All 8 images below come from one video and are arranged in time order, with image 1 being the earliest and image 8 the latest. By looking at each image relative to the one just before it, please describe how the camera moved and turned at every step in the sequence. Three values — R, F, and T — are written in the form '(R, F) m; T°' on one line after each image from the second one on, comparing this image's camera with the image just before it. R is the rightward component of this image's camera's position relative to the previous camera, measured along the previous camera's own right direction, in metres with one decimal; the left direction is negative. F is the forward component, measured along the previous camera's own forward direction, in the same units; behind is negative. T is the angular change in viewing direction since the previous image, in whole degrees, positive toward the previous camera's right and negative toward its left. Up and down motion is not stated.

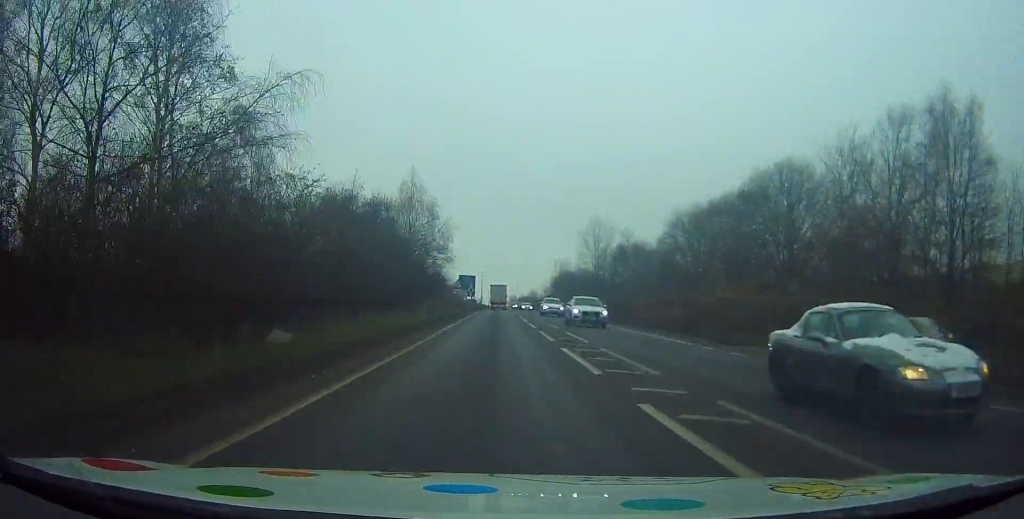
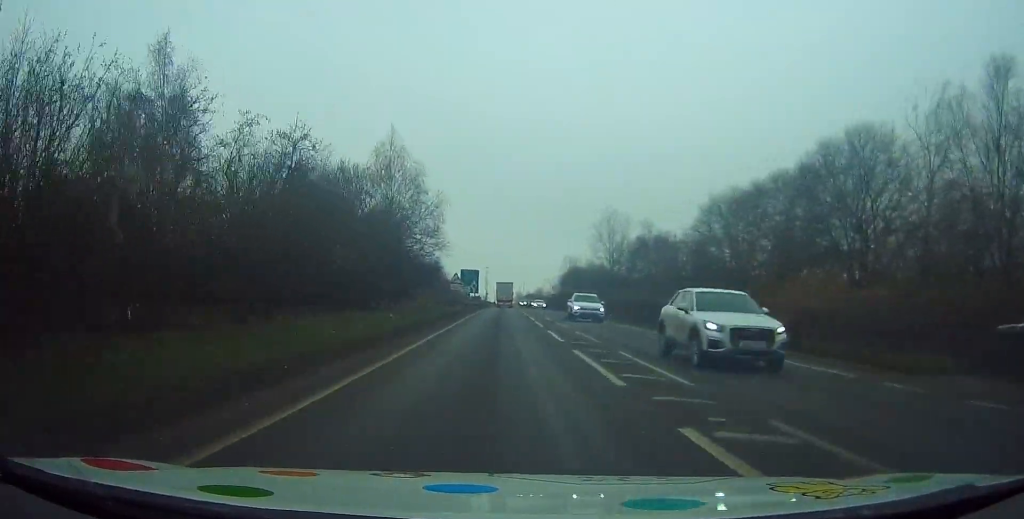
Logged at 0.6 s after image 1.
(+0.1, +10.3) m; -1°
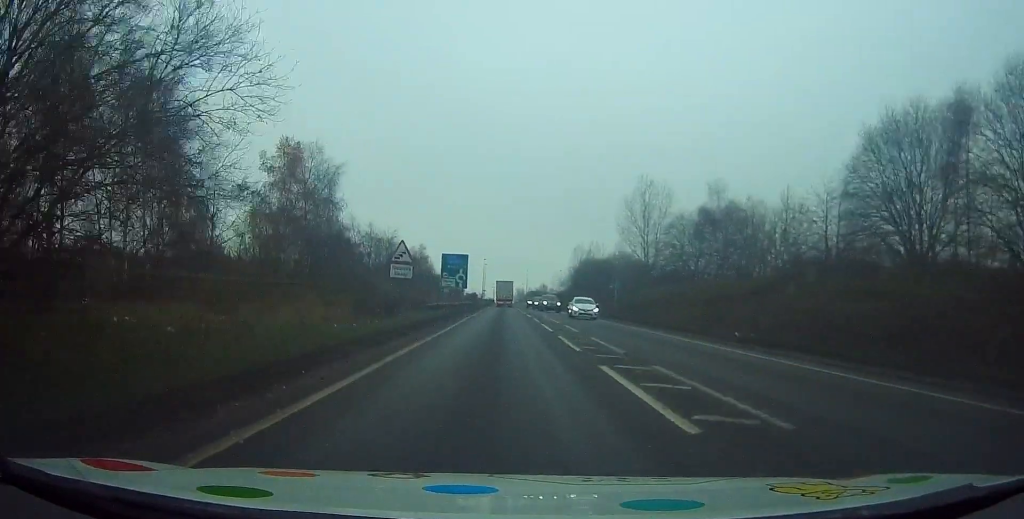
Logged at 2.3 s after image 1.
(-0.1, +29.2) m; +1°
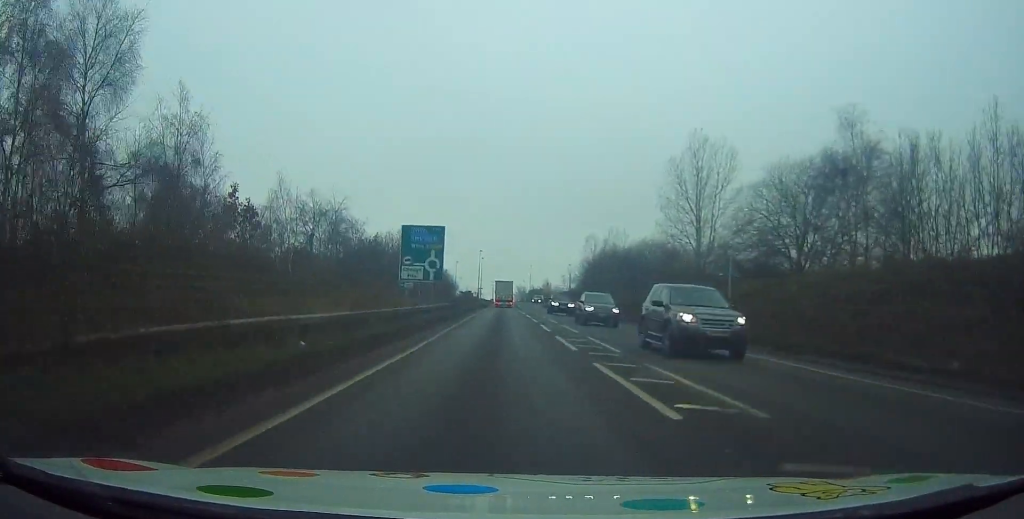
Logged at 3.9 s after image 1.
(0.0, +25.5) m; -1°
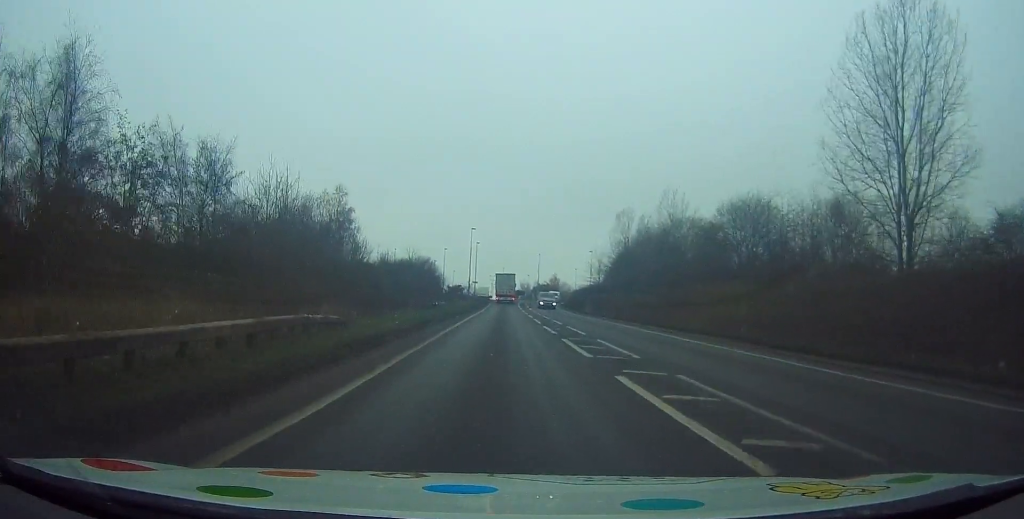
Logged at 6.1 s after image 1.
(-0.3, +36.9) m; -1°
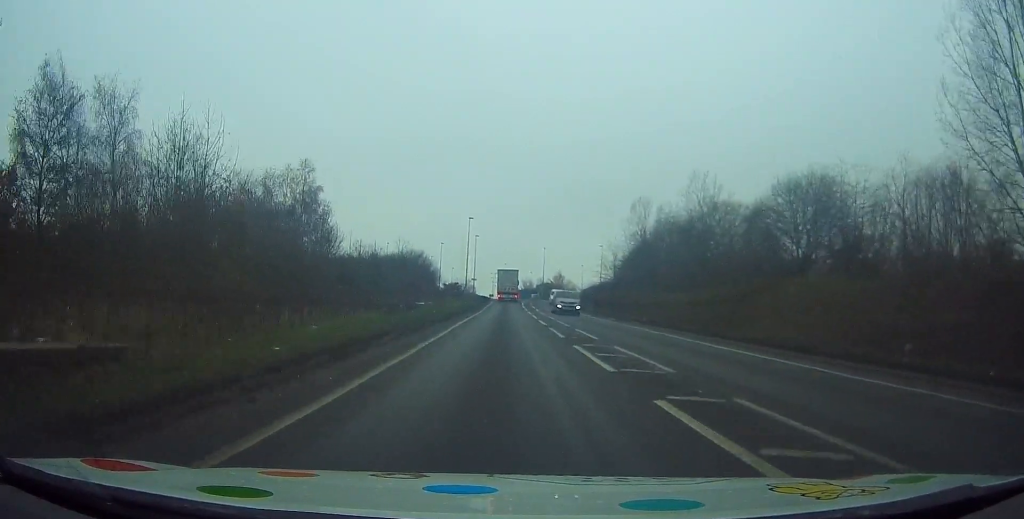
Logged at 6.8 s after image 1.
(0.0, +11.1) m; 0°
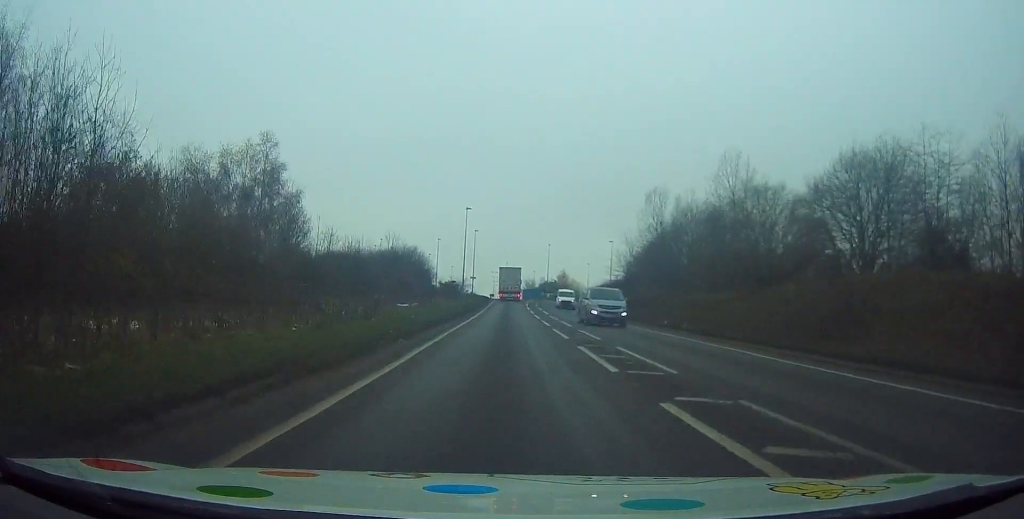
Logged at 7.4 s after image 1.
(-0.1, +8.7) m; 0°
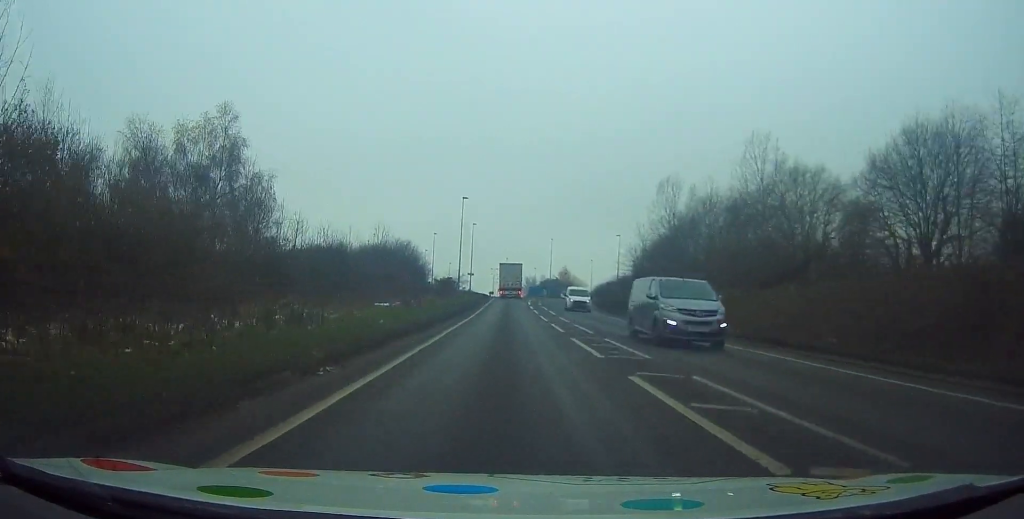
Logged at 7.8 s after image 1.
(+0.1, +6.5) m; 0°
